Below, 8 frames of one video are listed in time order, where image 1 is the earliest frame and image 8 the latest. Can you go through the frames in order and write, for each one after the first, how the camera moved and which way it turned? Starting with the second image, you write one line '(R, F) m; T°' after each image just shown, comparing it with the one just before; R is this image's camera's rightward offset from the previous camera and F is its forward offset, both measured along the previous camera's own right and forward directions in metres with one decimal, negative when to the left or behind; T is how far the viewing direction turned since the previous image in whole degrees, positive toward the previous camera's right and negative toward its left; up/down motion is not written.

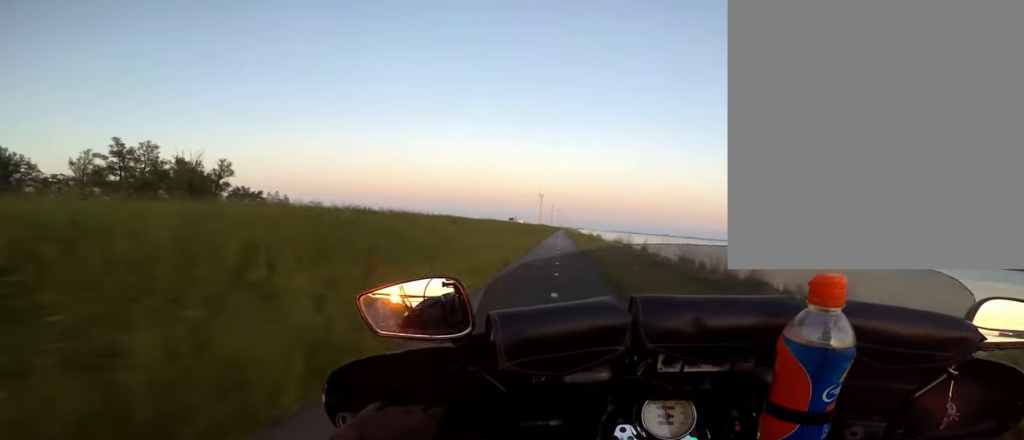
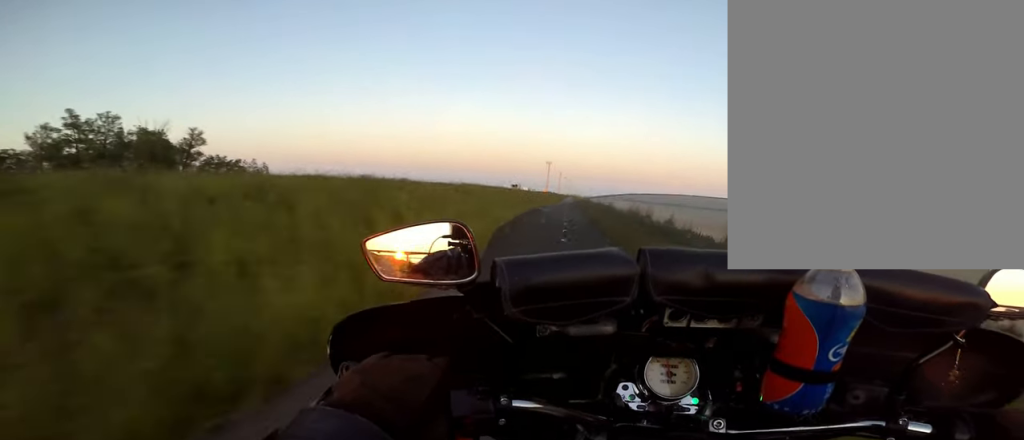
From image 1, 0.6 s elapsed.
(+0.5, +8.6) m; +1°
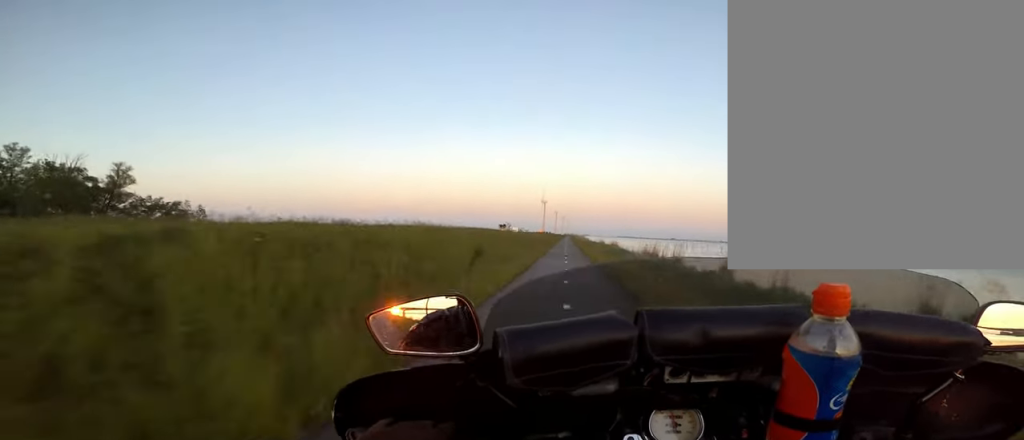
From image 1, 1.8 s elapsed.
(-0.5, +15.9) m; 0°
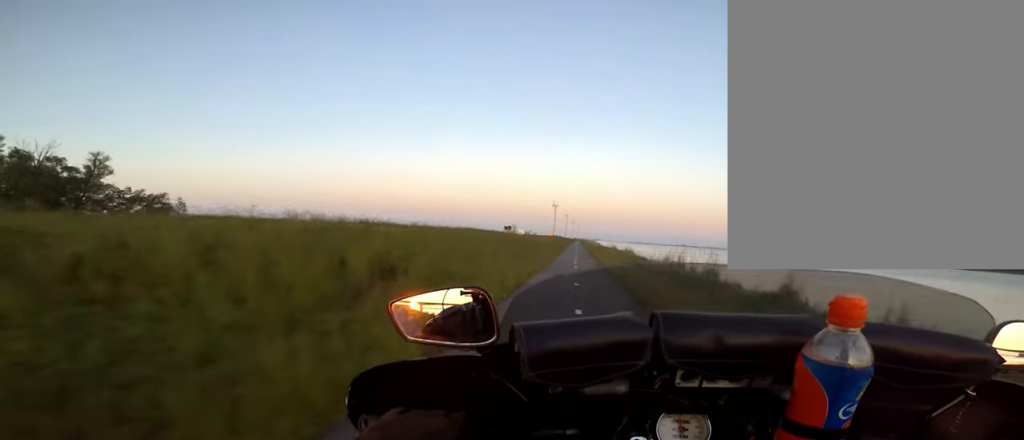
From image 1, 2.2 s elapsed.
(+0.3, +7.3) m; +1°
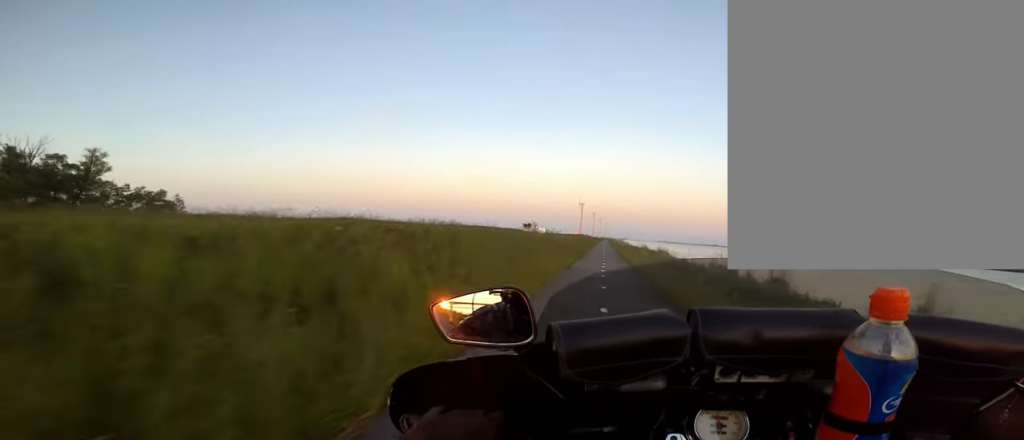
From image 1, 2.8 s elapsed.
(+0.1, +7.3) m; 0°
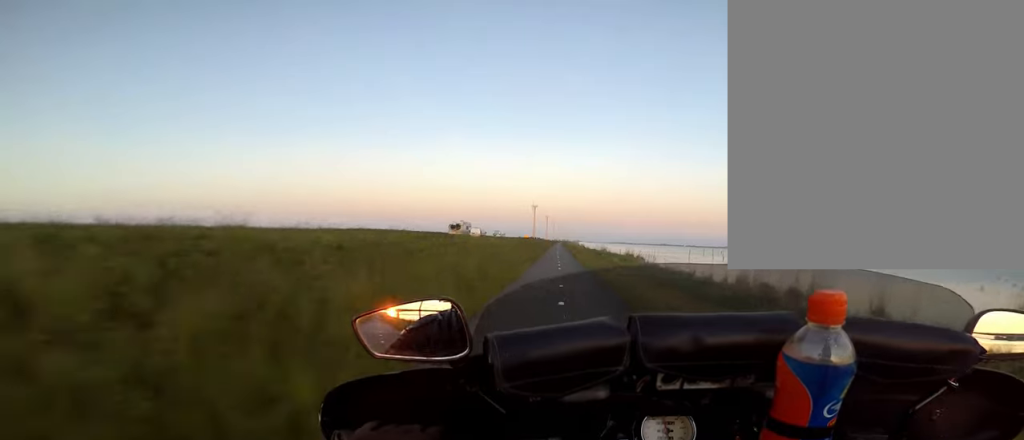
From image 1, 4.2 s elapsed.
(-0.6, +20.6) m; -3°
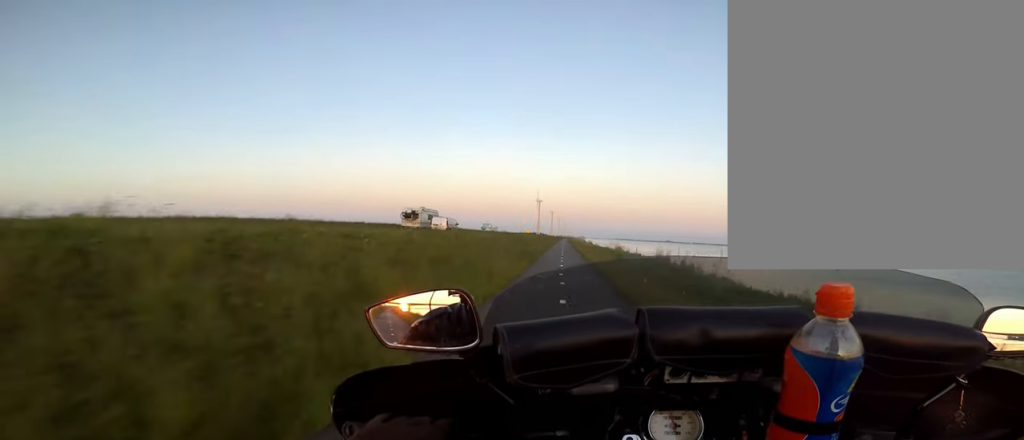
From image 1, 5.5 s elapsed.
(-0.3, +17.7) m; -1°
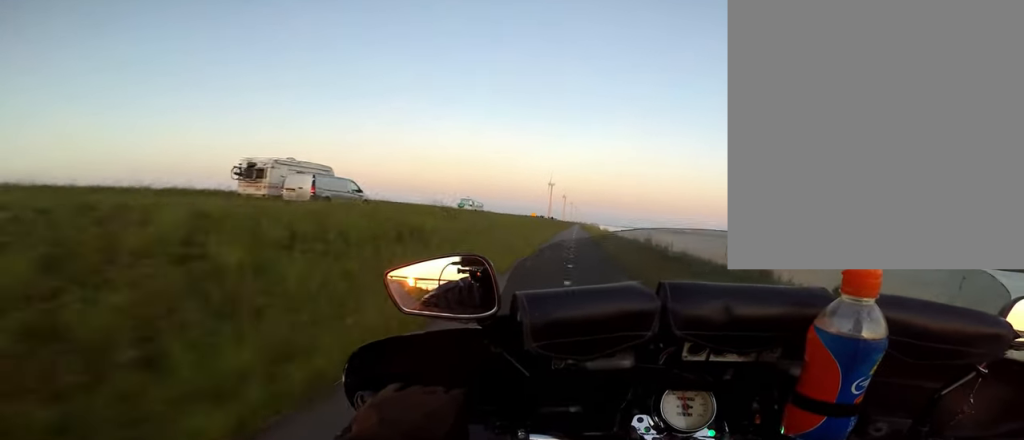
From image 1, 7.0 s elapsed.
(0.0, +20.3) m; +1°
